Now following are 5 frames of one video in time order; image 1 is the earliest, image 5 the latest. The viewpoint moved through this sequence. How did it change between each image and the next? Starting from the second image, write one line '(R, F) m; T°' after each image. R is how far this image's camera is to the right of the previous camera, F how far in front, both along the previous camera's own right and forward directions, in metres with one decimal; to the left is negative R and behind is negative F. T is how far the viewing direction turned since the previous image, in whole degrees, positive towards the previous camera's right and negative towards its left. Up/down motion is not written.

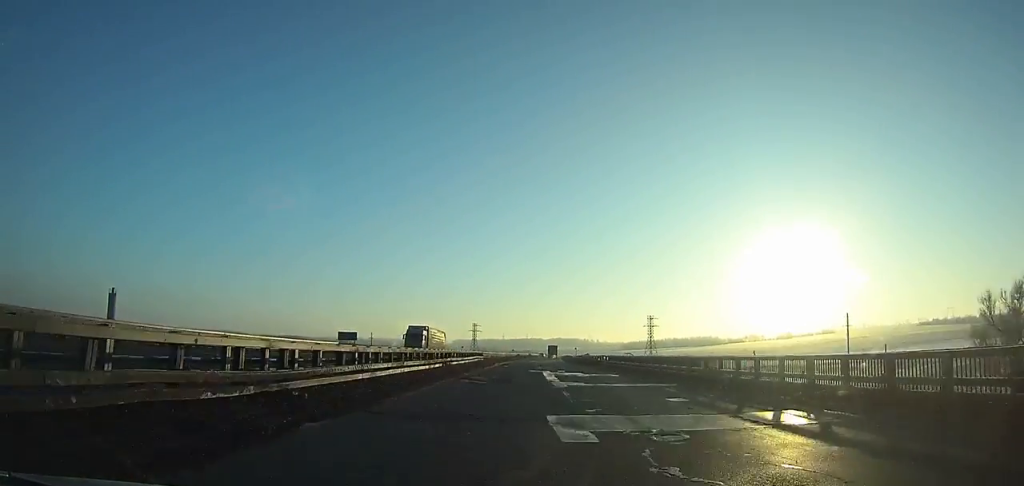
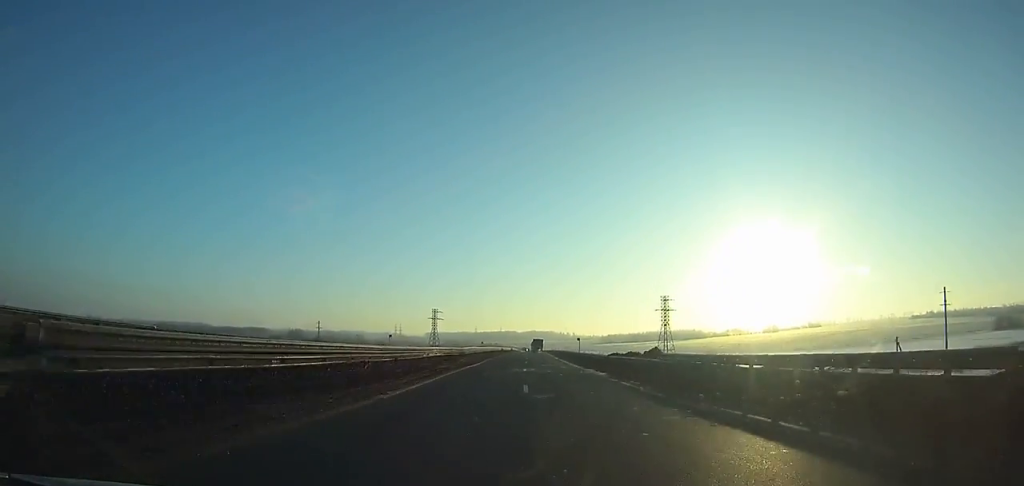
(+1.5, +60.8) m; +2°
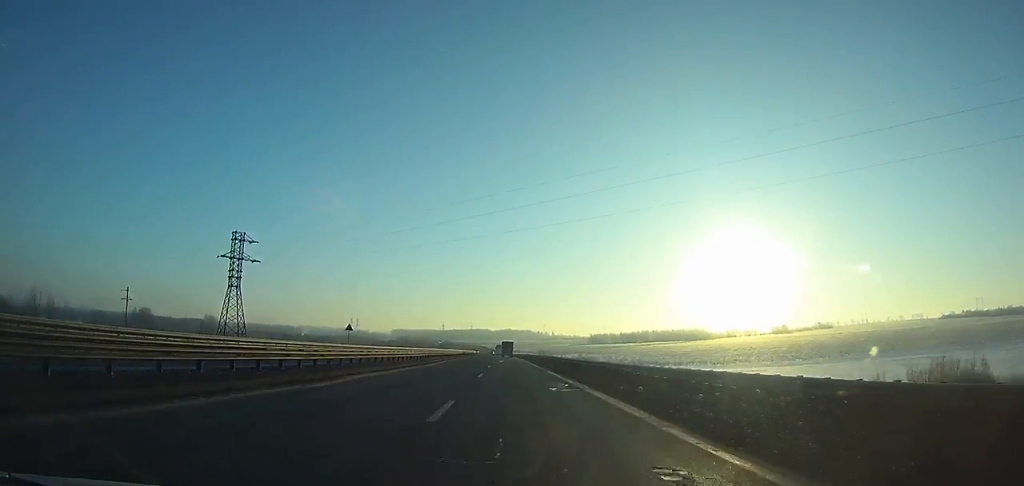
(+4.3, +166.7) m; +1°
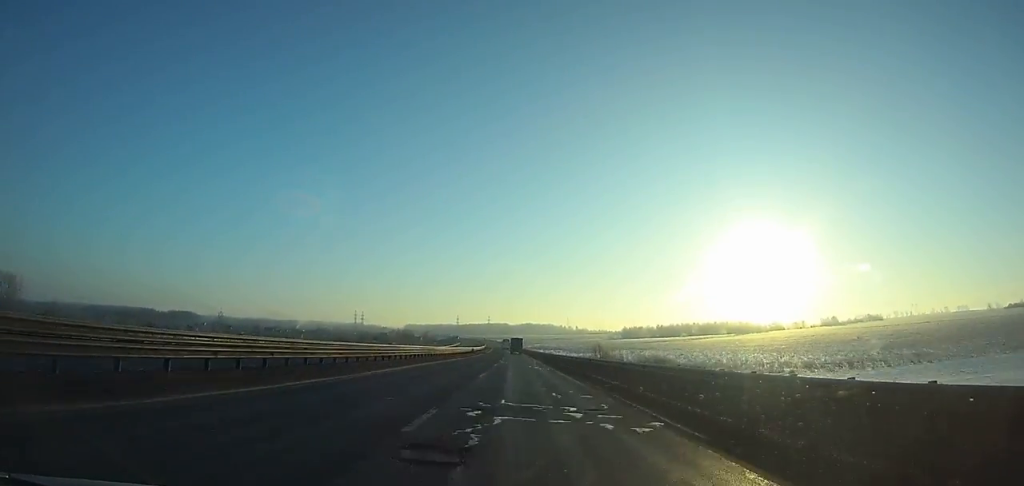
(-1.8, +113.8) m; -2°
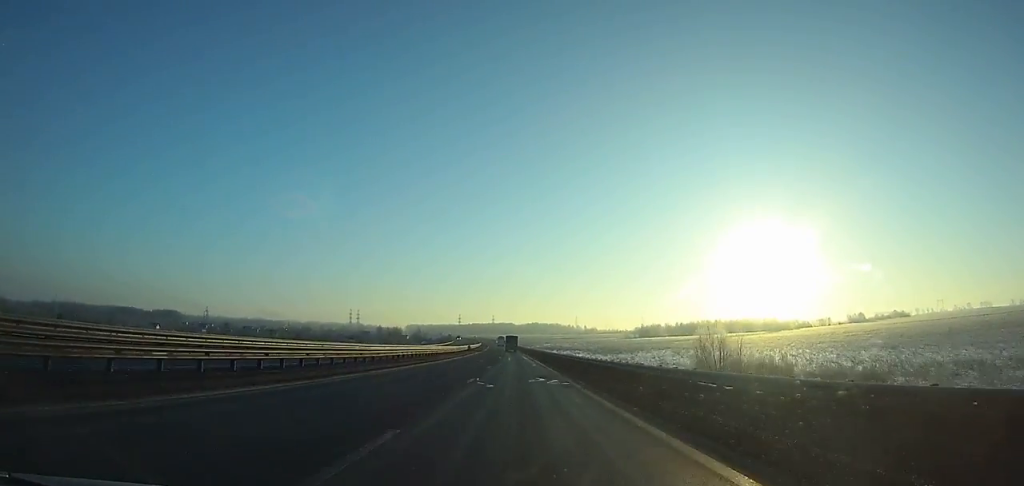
(-0.4, +67.4) m; -1°
